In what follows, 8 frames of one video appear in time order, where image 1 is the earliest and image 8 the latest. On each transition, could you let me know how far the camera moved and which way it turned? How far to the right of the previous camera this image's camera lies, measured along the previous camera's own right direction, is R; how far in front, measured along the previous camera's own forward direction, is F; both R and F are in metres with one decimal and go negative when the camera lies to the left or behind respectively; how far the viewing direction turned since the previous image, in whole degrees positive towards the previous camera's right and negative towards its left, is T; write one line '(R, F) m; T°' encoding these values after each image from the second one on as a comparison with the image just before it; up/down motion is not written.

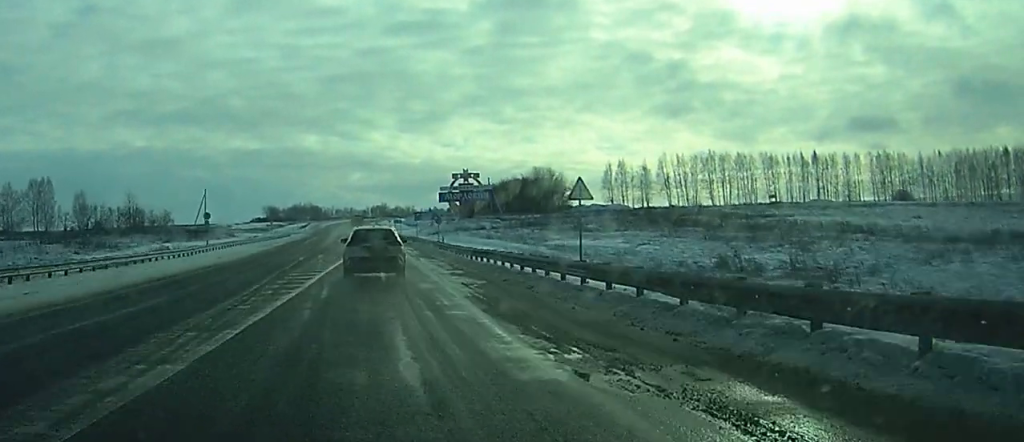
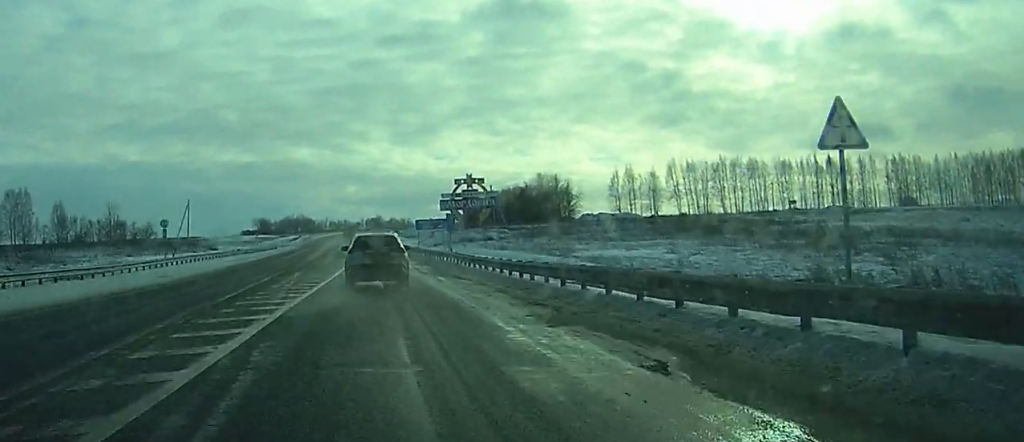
(+0.1, +16.8) m; 0°
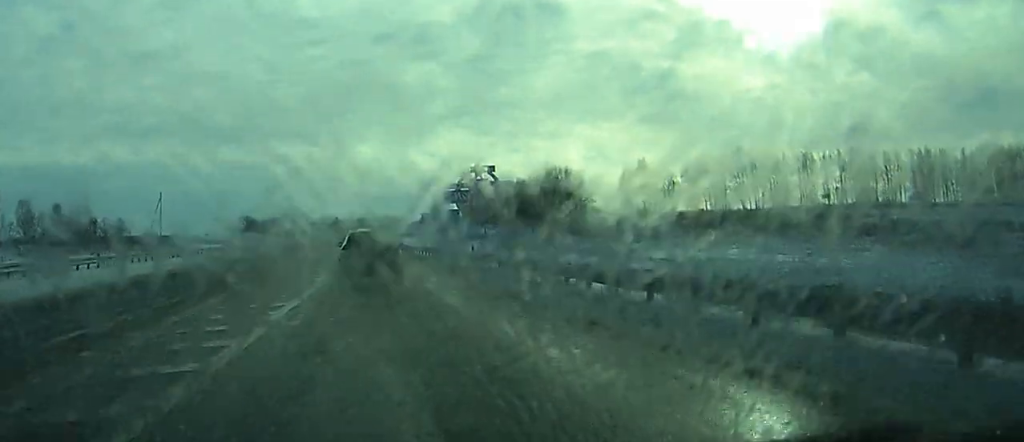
(+0.1, +24.0) m; +1°
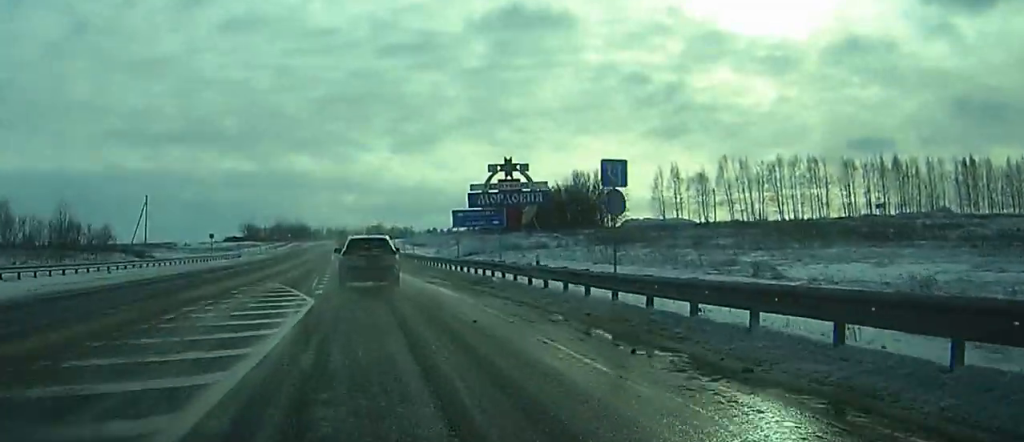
(+0.1, +22.7) m; 0°
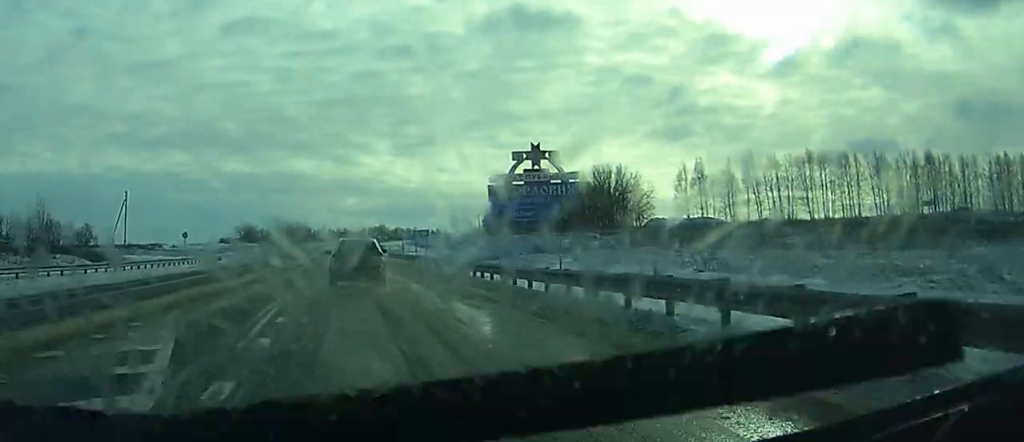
(0.0, +18.4) m; 0°
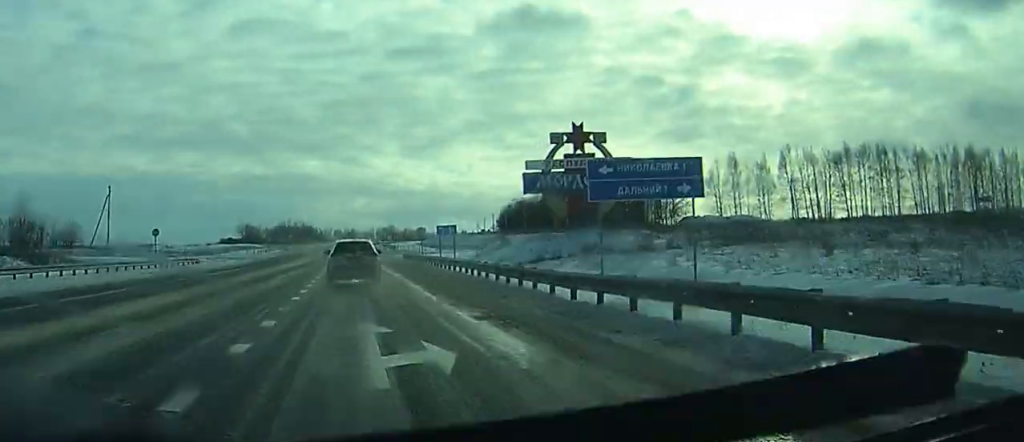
(-0.1, +17.3) m; 0°
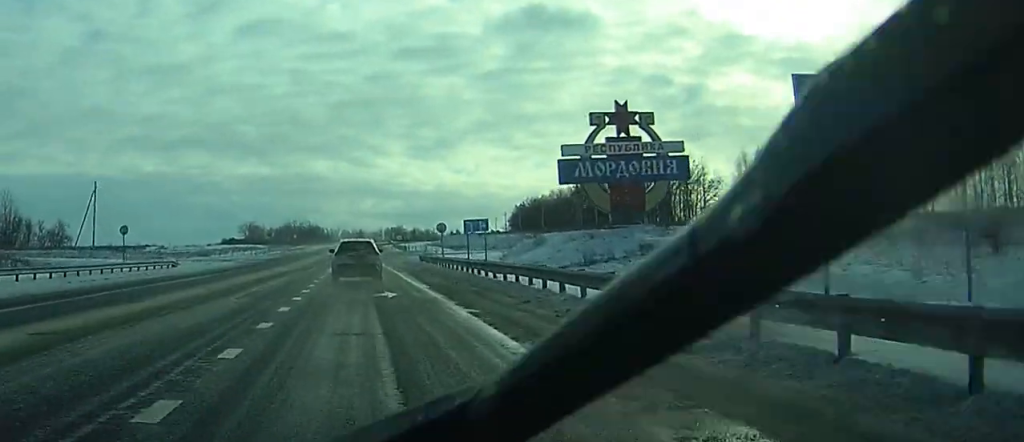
(0.0, +12.7) m; 0°
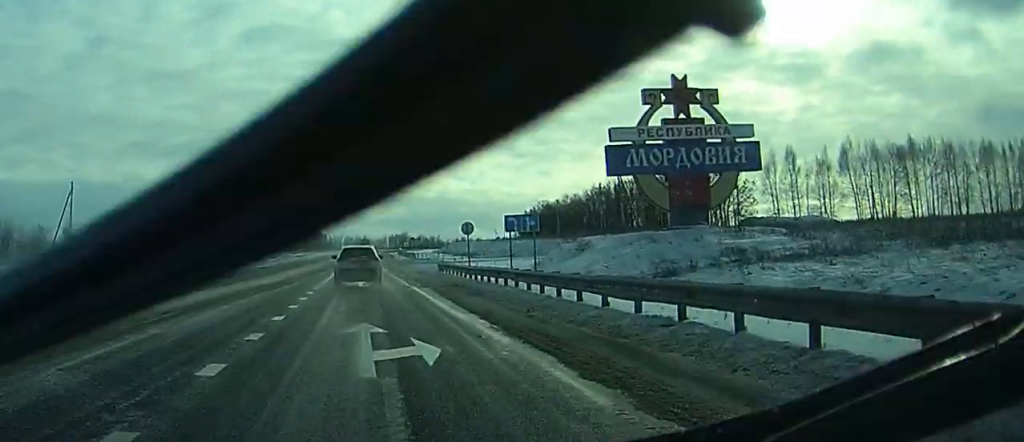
(0.0, +13.2) m; 0°
